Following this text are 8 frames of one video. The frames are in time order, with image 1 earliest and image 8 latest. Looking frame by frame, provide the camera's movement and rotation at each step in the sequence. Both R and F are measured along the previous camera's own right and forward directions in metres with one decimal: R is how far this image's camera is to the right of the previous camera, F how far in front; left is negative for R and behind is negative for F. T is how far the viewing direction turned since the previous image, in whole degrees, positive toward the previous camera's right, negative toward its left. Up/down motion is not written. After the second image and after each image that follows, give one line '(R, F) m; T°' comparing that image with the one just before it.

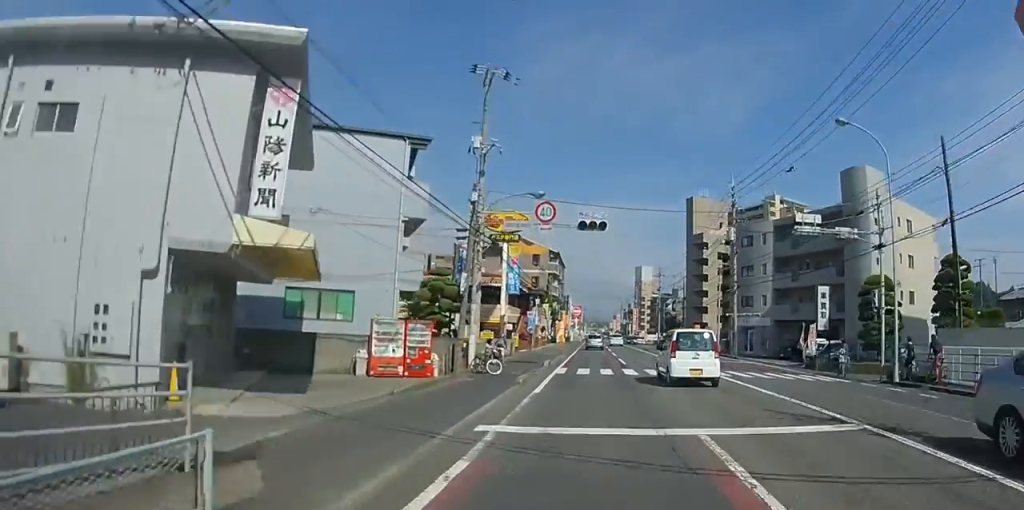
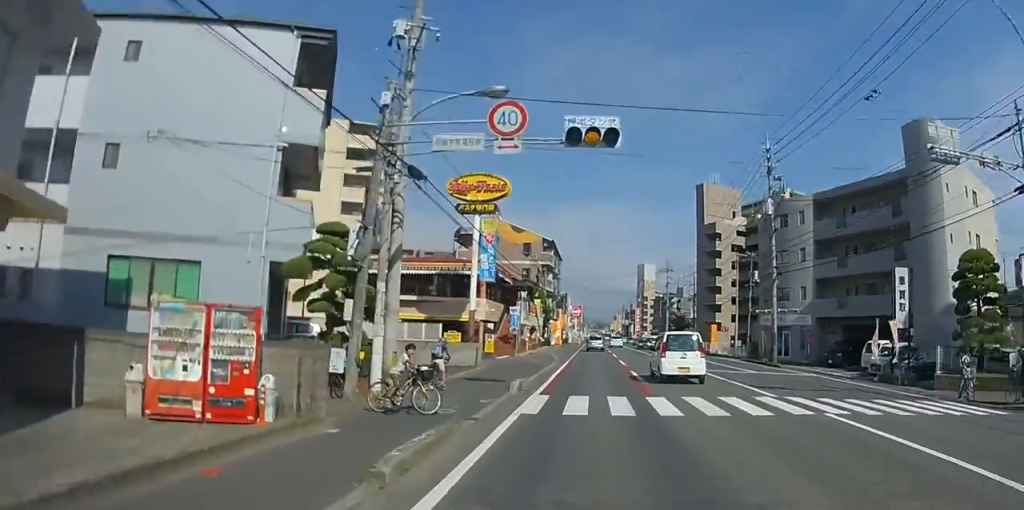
(0.0, +9.4) m; 0°
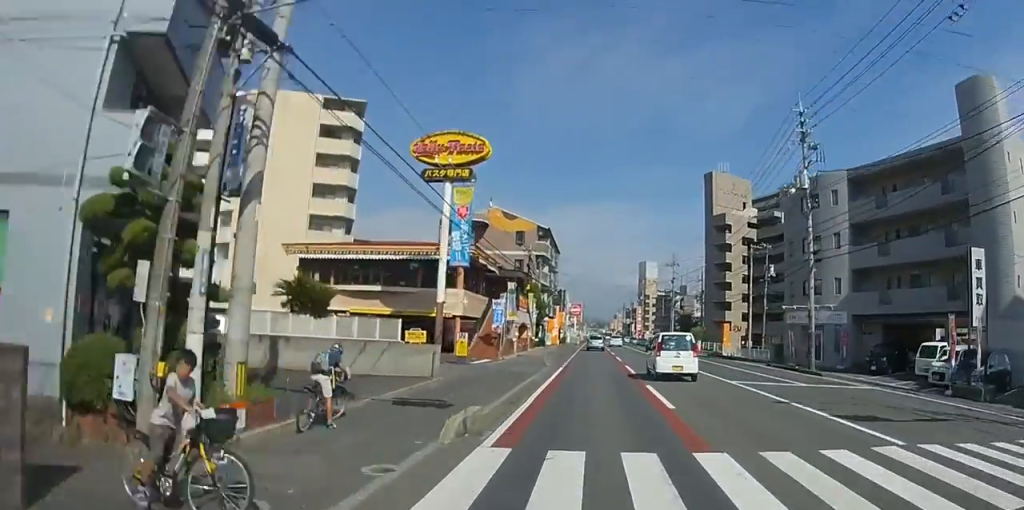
(0.0, +5.8) m; 0°
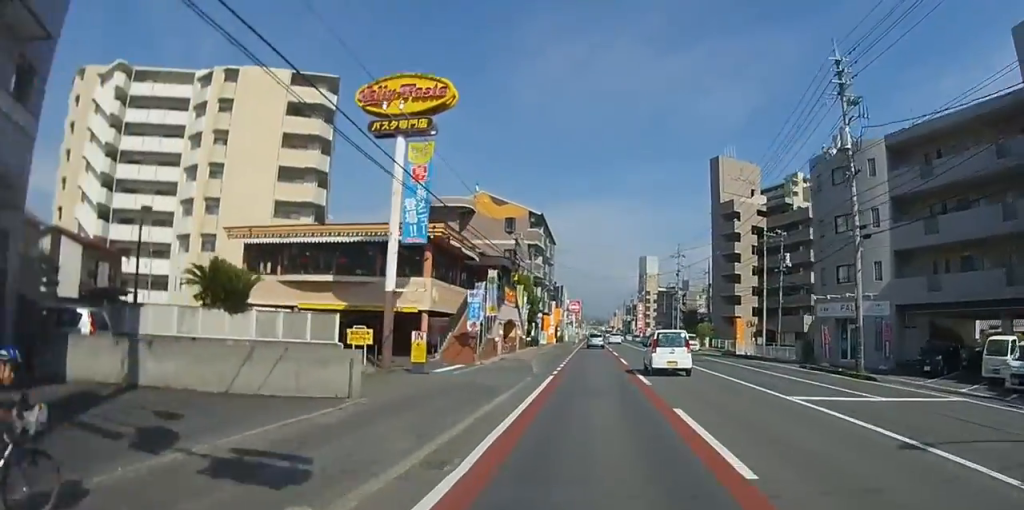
(-0.1, +5.4) m; 0°
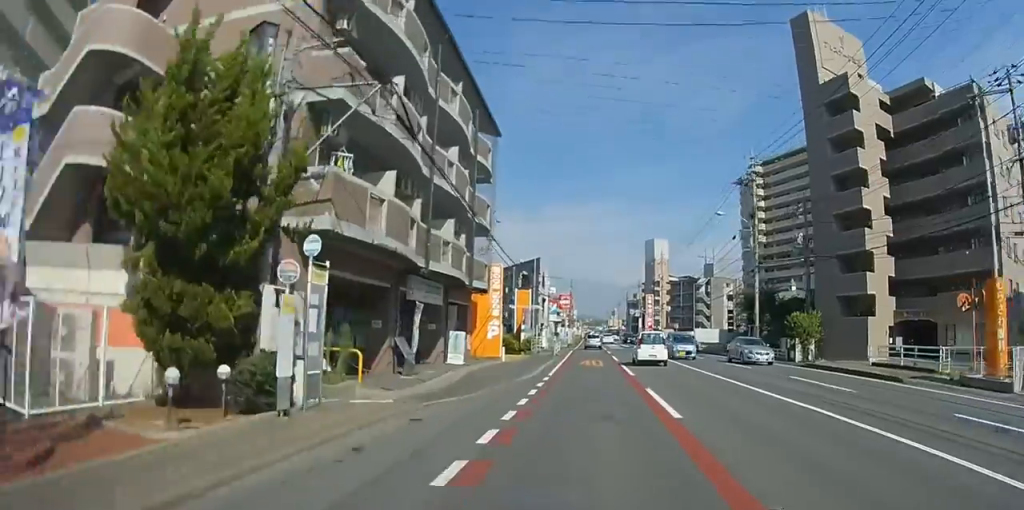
(+0.1, +36.1) m; 0°
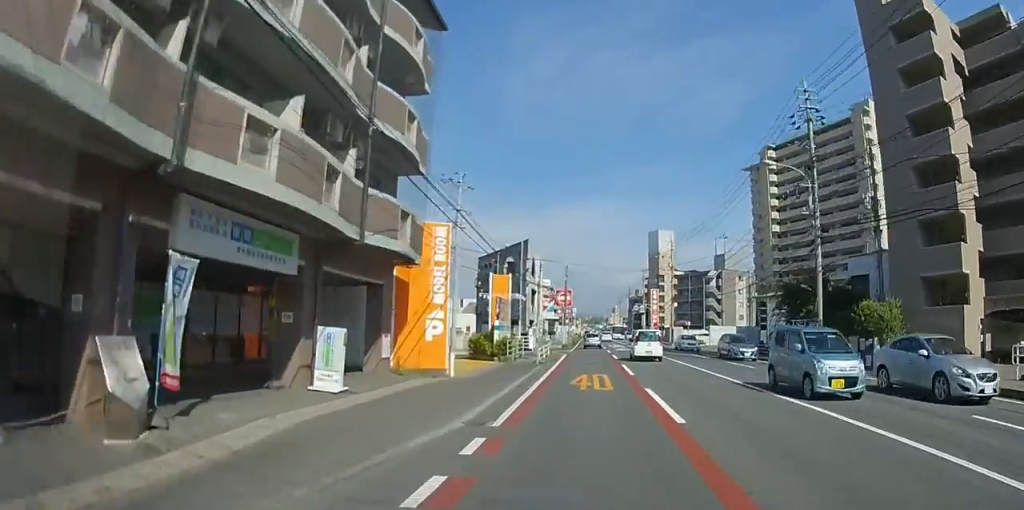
(0.0, +11.0) m; 0°
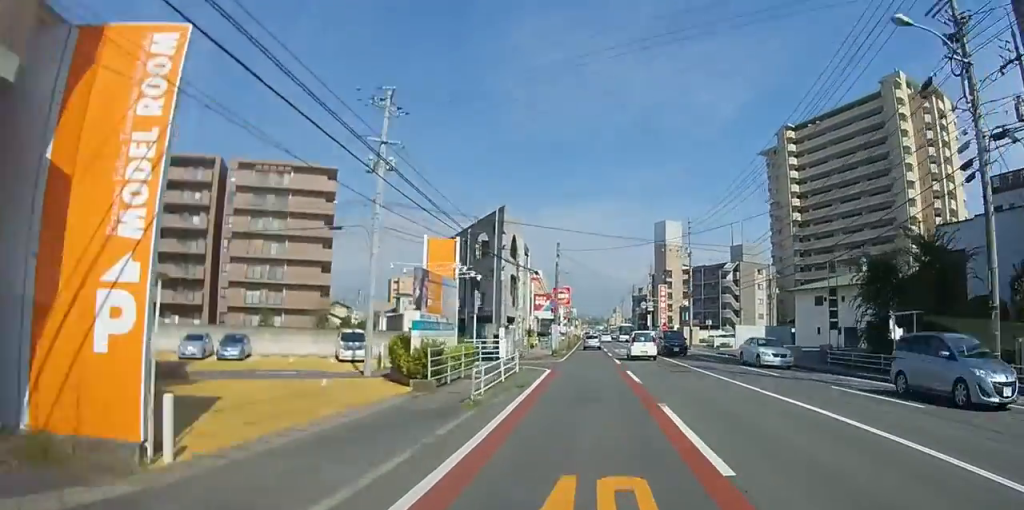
(0.0, +12.8) m; 0°
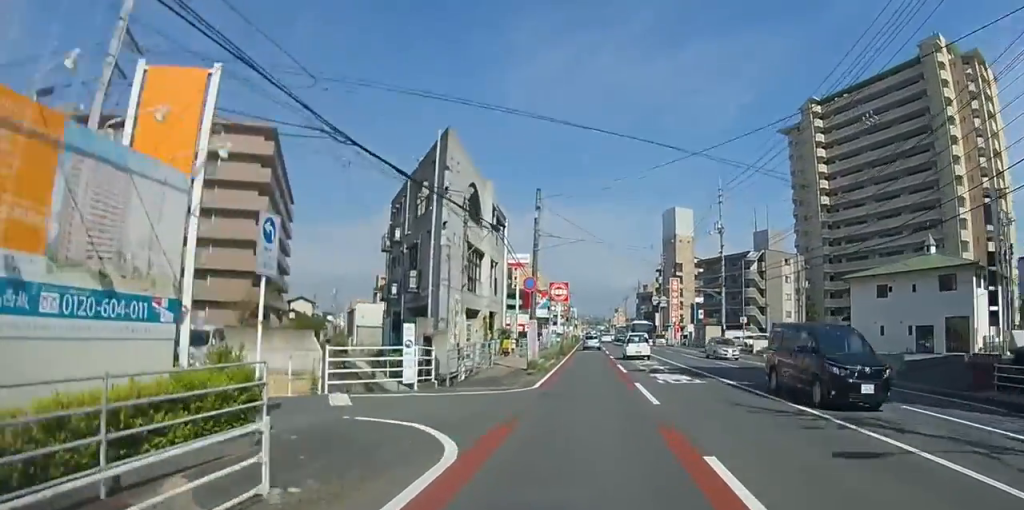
(0.0, +14.2) m; 0°
